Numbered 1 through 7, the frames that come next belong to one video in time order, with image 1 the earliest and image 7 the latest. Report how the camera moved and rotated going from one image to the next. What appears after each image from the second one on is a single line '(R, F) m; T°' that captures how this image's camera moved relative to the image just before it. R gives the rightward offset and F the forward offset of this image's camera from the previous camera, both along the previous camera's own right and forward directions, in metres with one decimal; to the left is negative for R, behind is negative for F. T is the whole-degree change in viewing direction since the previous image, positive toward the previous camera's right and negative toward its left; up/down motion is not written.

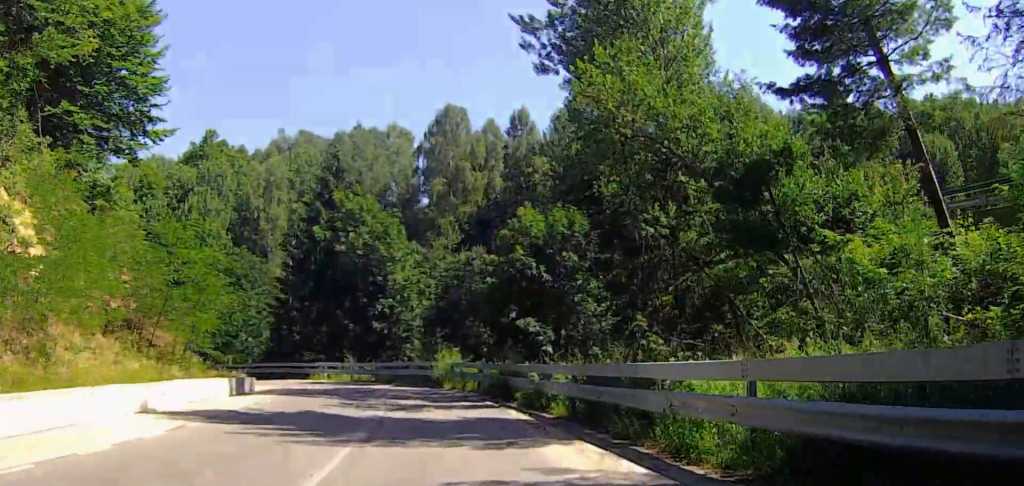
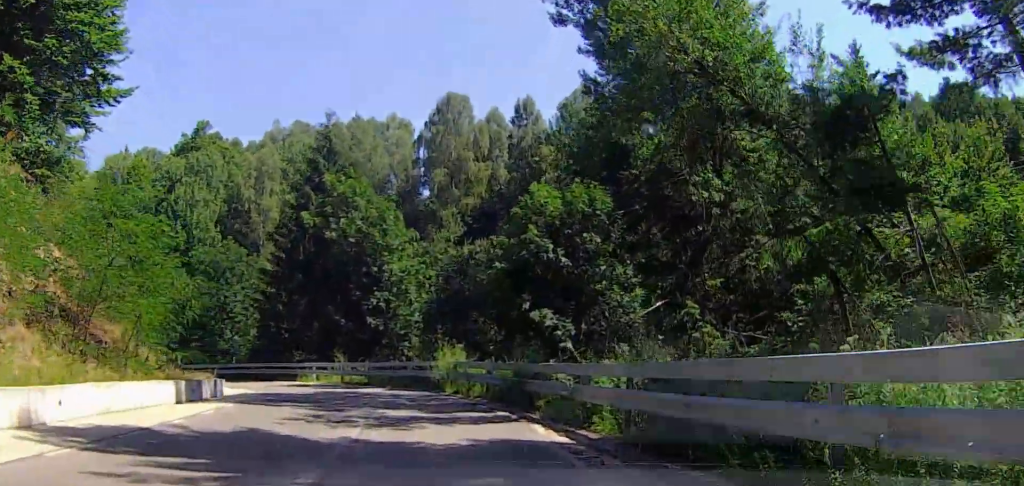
(0.0, +4.3) m; 0°
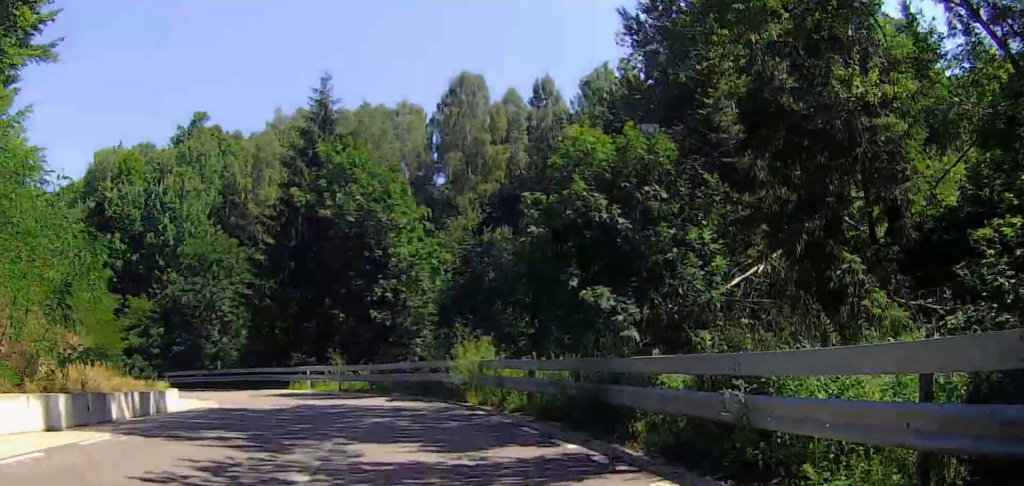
(0.0, +6.8) m; 0°
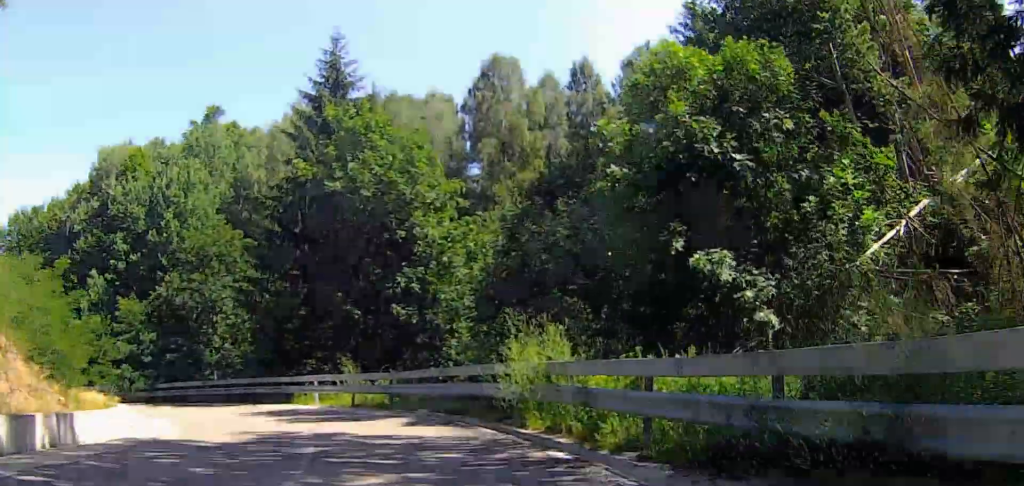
(0.0, +6.5) m; 0°
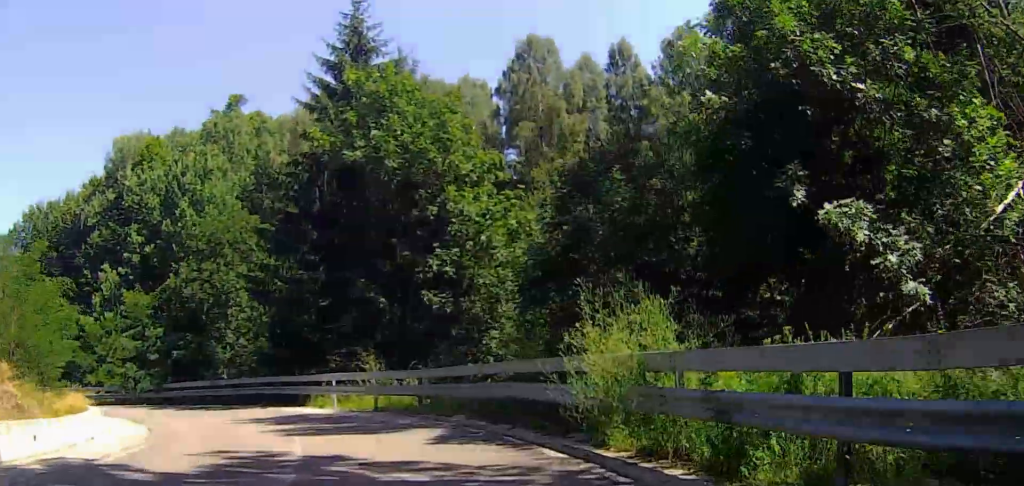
(0.0, +4.0) m; 0°
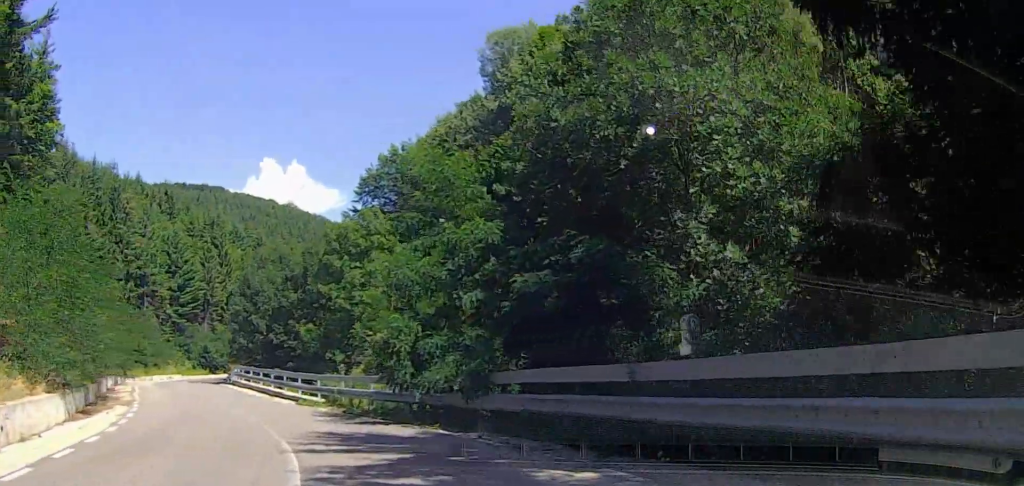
(-7.9, +23.1) m; -40°
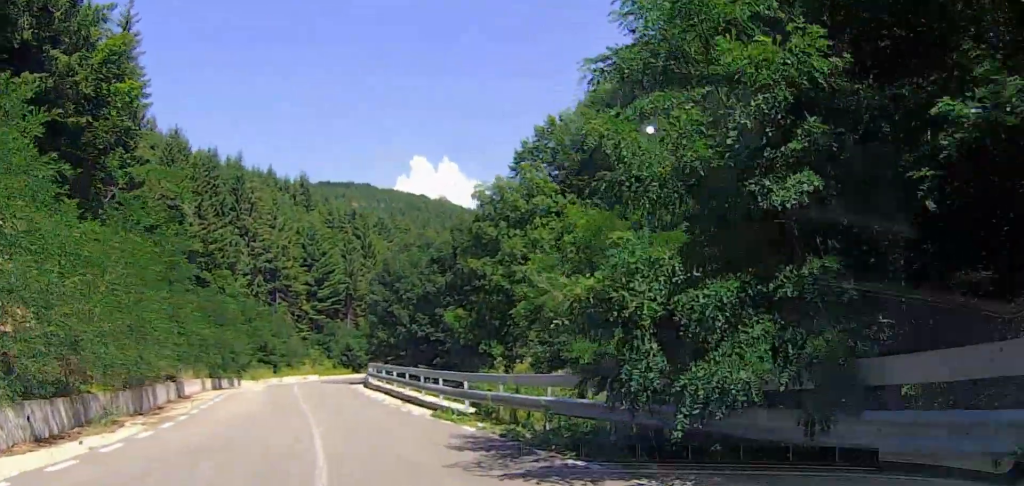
(-0.1, +7.9) m; -11°
